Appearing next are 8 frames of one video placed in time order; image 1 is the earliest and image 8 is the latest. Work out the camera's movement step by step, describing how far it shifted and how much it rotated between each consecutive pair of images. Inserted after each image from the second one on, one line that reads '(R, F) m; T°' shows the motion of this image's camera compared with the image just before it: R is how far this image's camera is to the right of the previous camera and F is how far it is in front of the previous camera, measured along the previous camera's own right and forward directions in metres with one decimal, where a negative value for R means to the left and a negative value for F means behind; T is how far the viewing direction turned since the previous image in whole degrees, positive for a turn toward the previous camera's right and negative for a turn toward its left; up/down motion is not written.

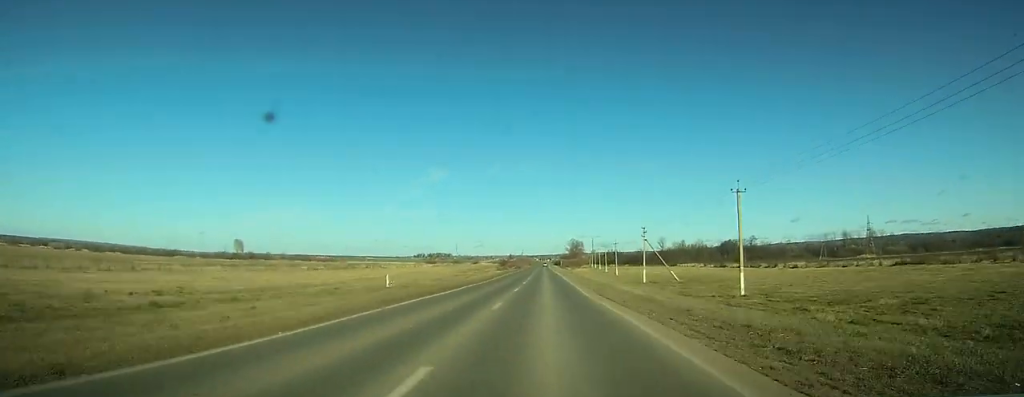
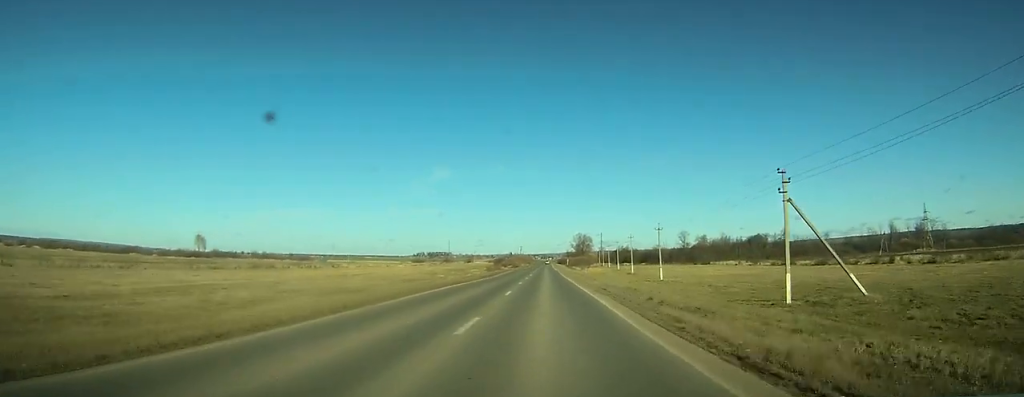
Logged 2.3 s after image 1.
(-0.1, +48.4) m; 0°
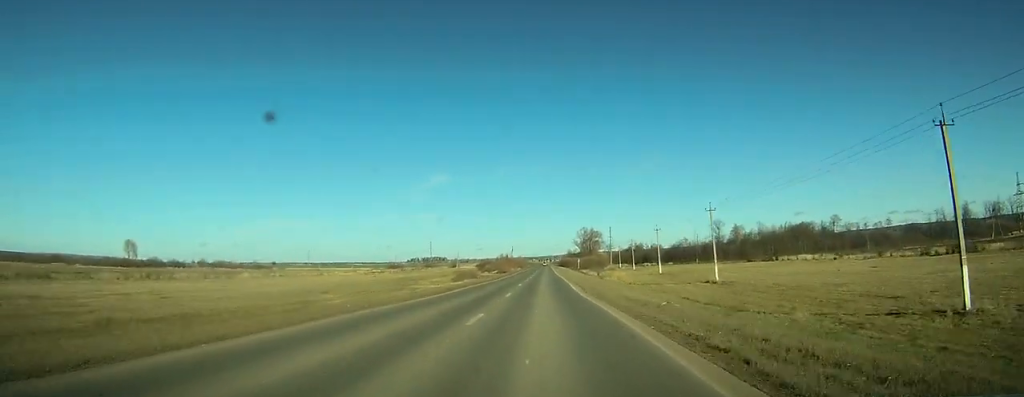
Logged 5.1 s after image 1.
(-0.2, +63.5) m; 0°
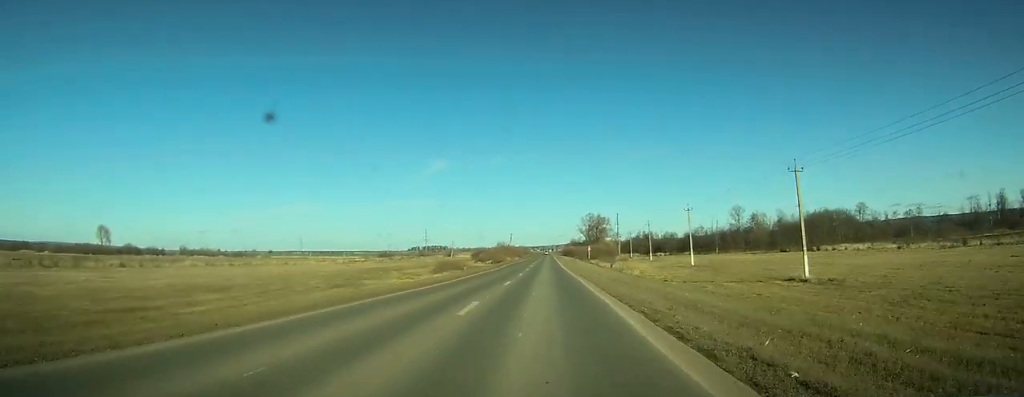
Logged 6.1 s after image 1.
(0.0, +21.8) m; 0°
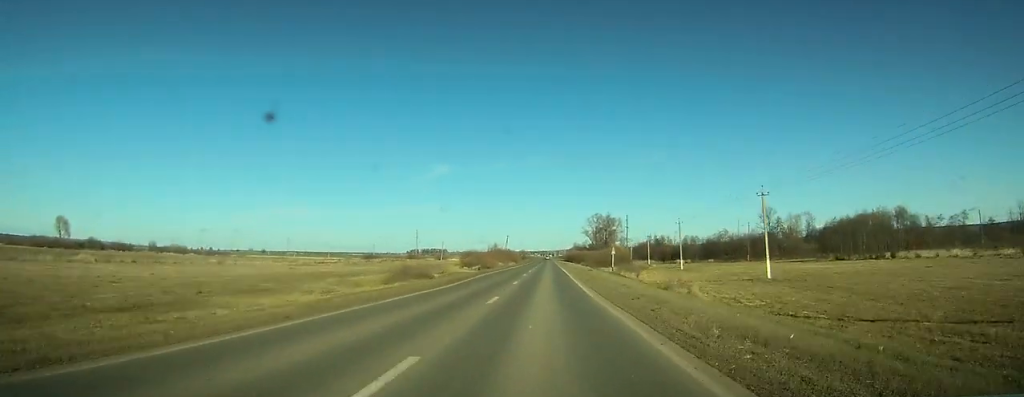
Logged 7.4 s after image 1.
(0.0, +28.7) m; 0°
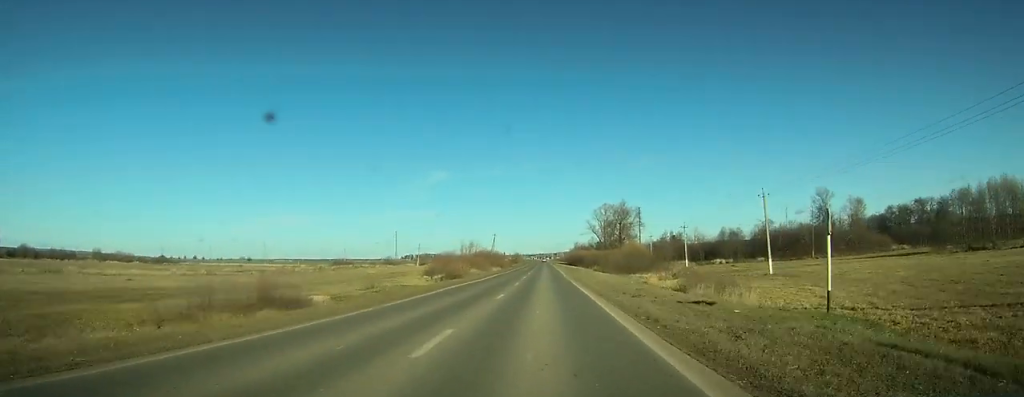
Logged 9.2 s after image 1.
(0.0, +42.1) m; 0°
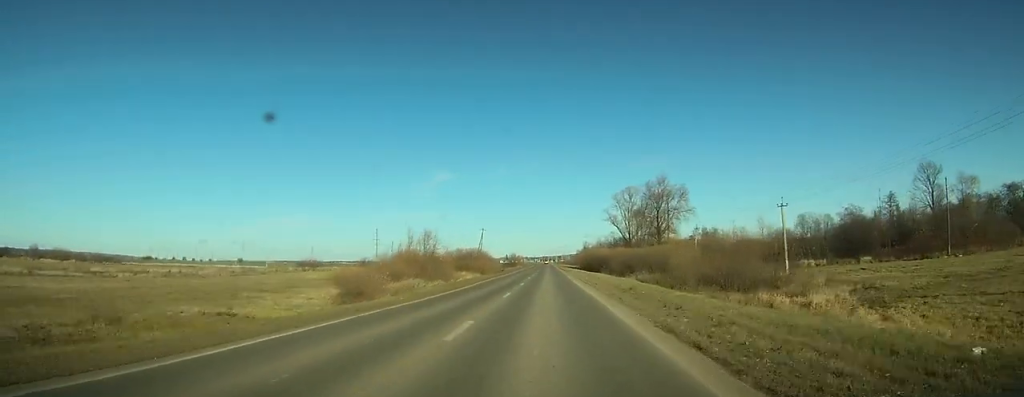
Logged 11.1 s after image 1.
(+0.1, +45.2) m; 0°
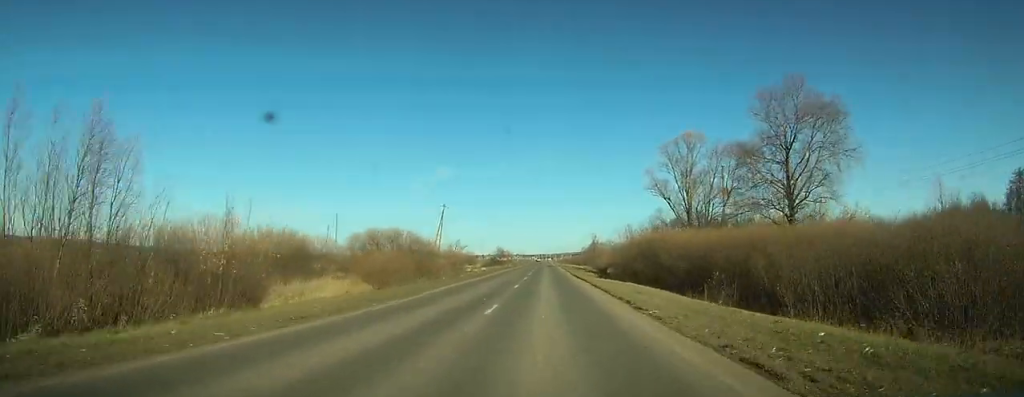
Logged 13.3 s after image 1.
(0.0, +54.6) m; 0°
